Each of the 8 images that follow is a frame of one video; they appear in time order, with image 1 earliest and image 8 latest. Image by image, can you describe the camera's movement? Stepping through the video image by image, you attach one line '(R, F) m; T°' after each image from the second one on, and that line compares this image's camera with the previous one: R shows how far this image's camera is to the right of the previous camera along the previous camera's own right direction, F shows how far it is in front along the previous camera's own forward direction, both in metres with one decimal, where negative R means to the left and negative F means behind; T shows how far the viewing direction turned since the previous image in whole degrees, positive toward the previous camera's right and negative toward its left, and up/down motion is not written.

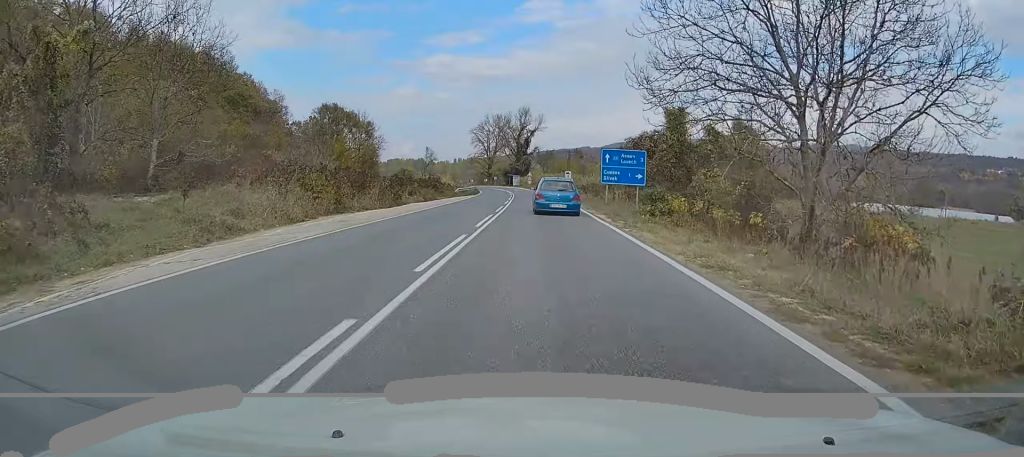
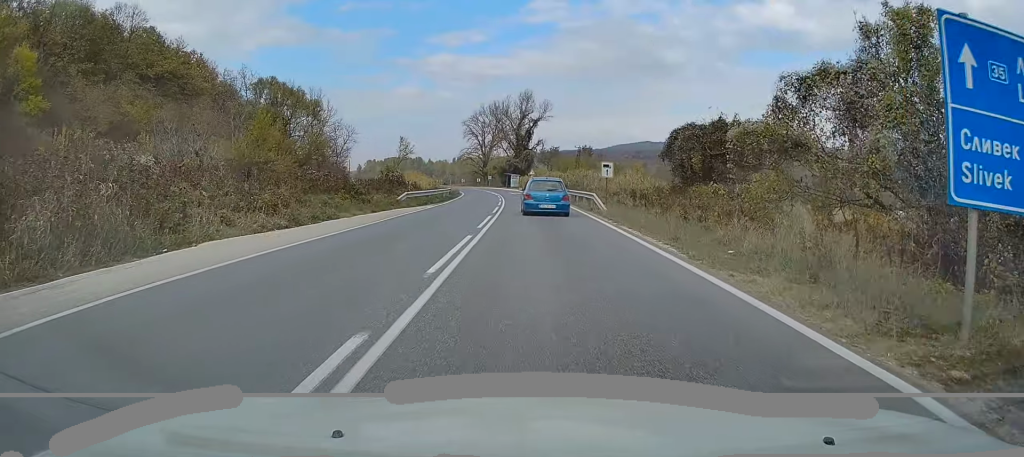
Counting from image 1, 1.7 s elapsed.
(-0.1, +27.2) m; -1°
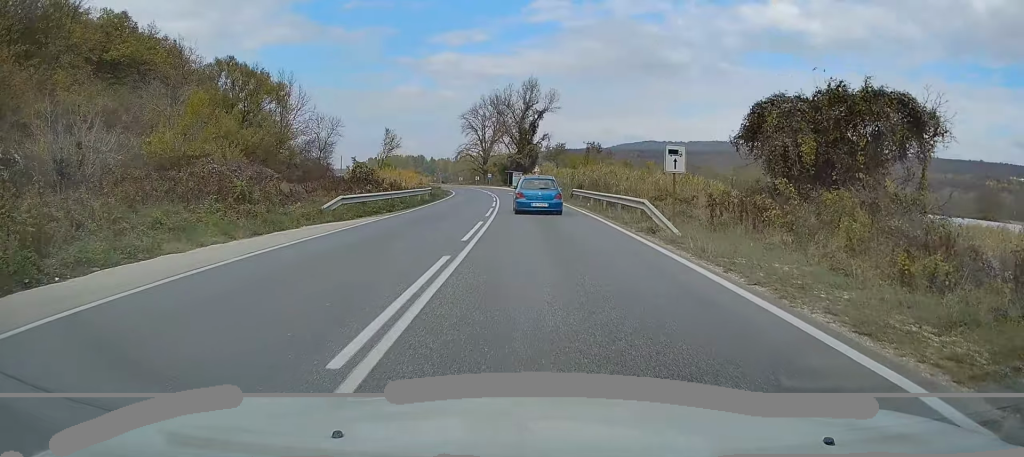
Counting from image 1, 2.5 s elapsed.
(-0.1, +12.9) m; -1°
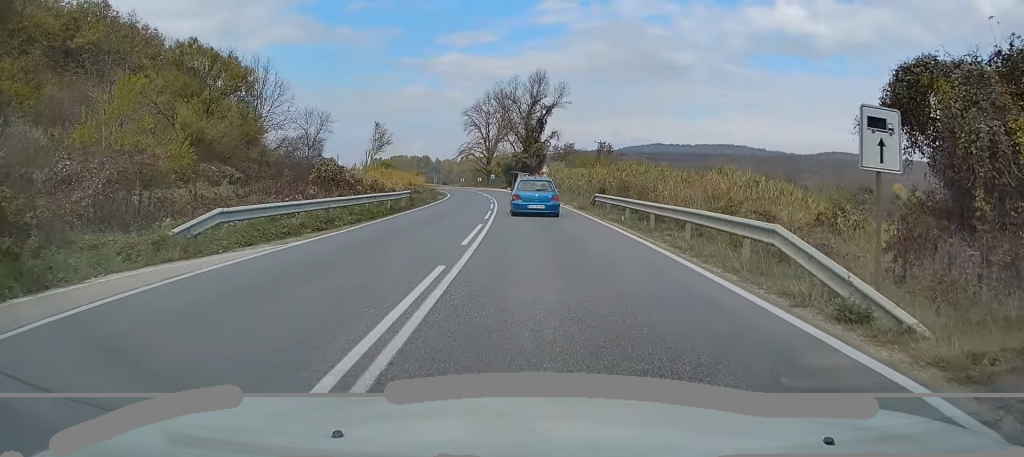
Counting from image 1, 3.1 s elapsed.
(-0.2, +9.7) m; -1°
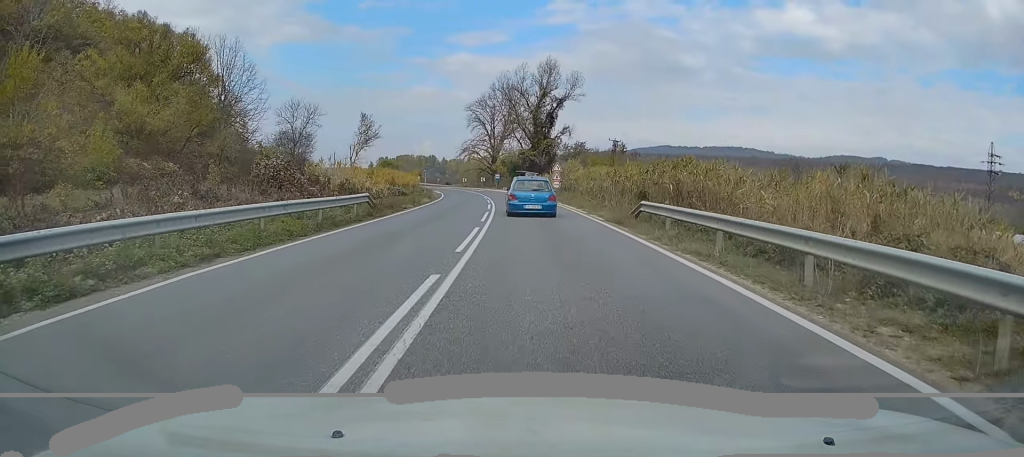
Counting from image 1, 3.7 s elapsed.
(+0.1, +10.2) m; 0°
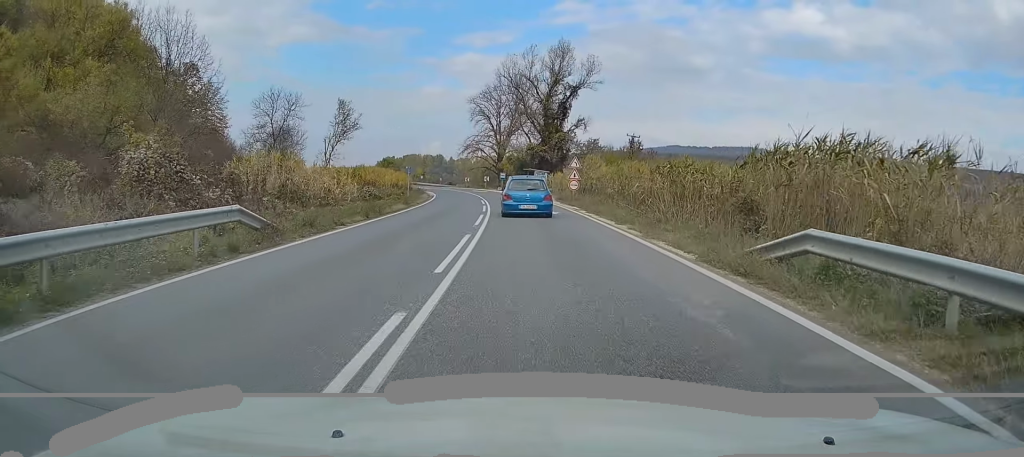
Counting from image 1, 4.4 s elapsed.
(0.0, +11.2) m; 0°
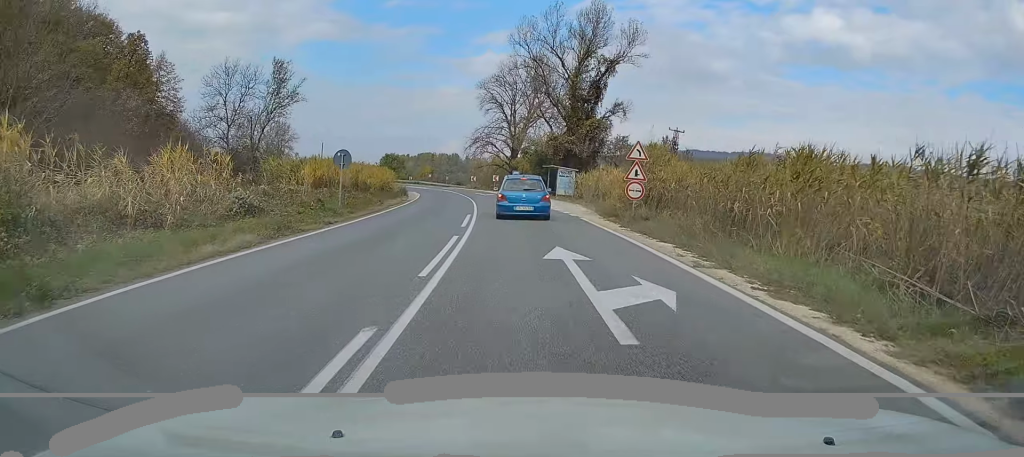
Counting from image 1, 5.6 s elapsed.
(-0.1, +18.6) m; -1°
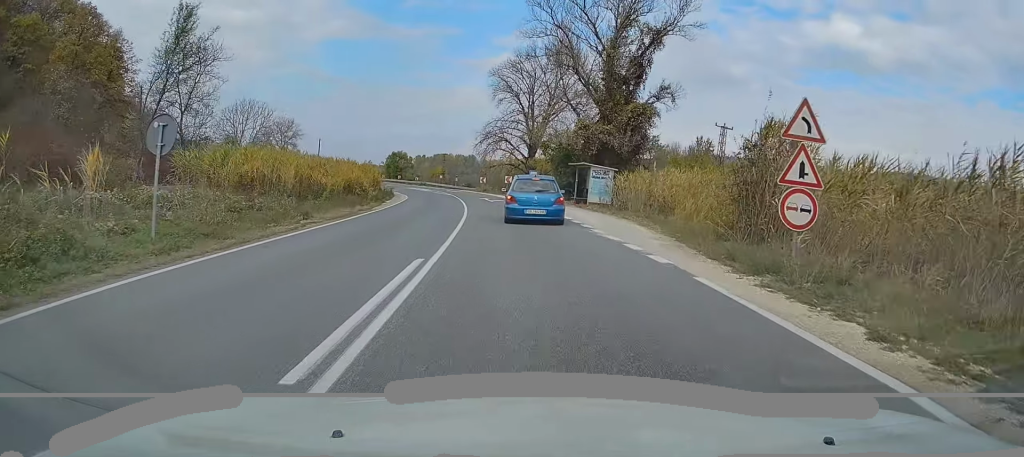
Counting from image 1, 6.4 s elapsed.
(-0.1, +13.4) m; -1°
